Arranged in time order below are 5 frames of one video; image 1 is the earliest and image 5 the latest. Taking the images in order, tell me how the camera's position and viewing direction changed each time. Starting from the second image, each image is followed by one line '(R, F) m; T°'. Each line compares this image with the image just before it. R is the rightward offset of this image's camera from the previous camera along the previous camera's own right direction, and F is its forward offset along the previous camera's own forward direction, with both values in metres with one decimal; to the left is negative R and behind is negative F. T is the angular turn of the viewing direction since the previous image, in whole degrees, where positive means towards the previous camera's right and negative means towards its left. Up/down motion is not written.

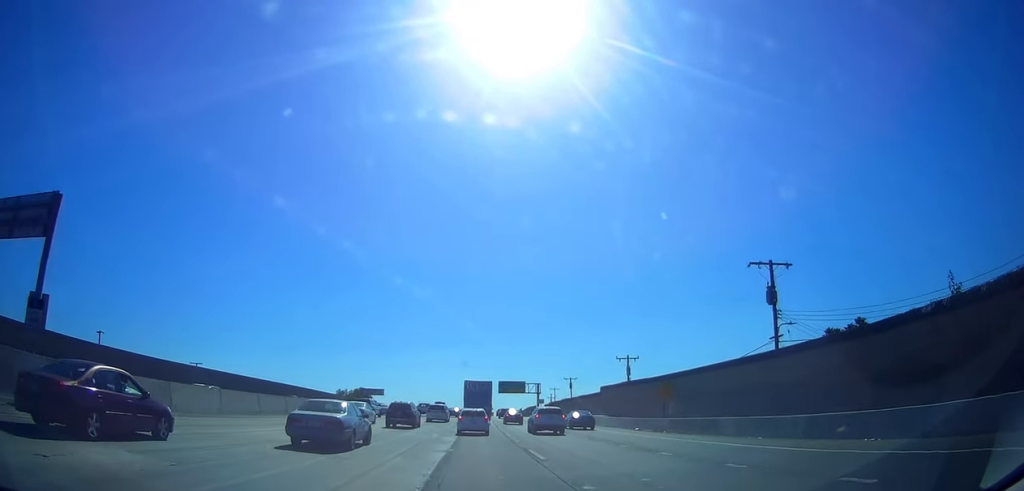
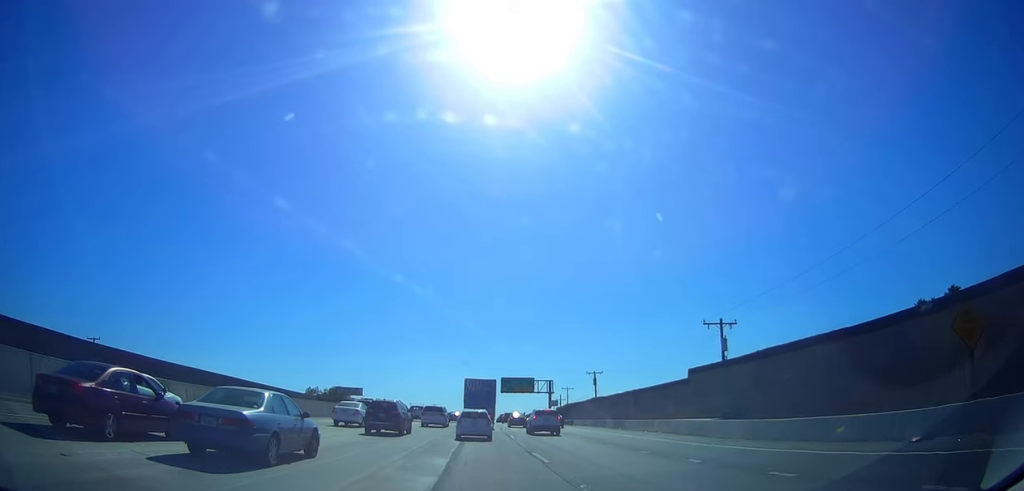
(-0.1, +32.0) m; +2°
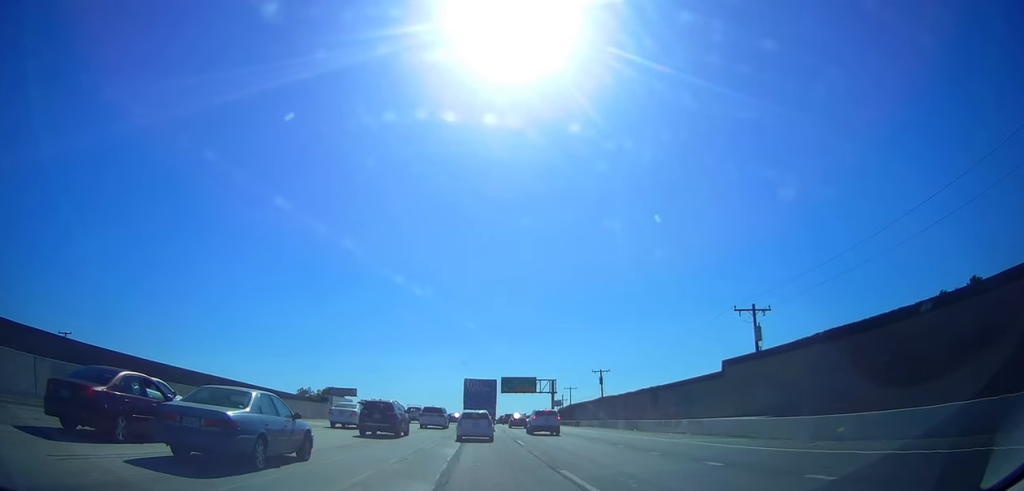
(+0.1, +6.6) m; 0°
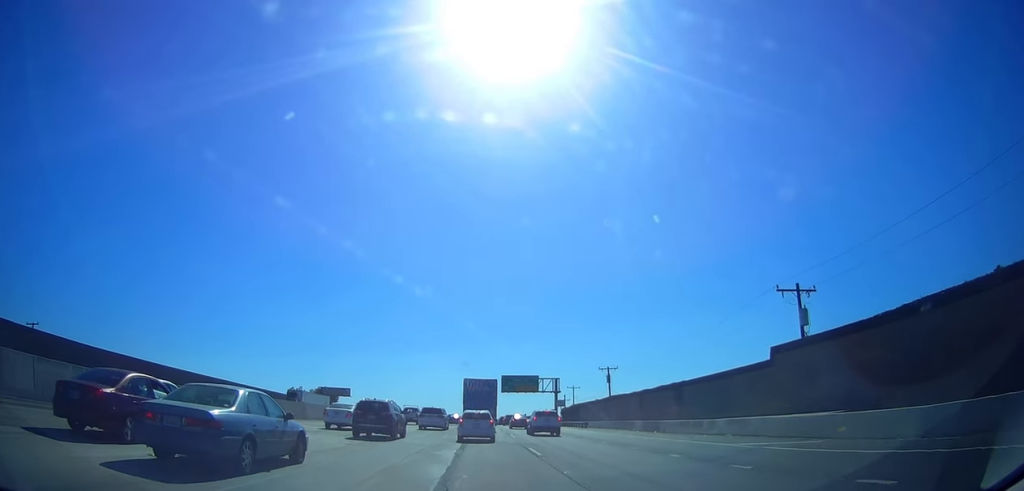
(+0.1, +6.9) m; -2°
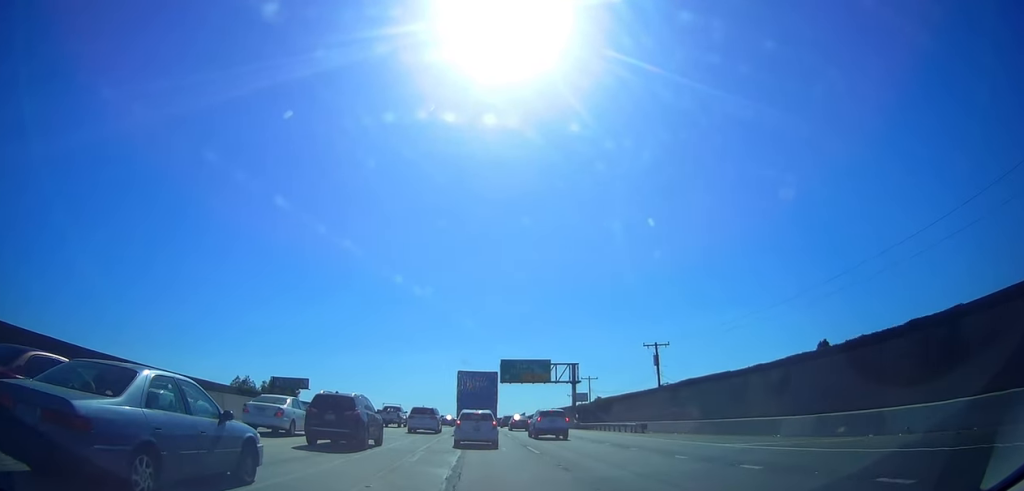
(-0.4, +31.1) m; +3°
